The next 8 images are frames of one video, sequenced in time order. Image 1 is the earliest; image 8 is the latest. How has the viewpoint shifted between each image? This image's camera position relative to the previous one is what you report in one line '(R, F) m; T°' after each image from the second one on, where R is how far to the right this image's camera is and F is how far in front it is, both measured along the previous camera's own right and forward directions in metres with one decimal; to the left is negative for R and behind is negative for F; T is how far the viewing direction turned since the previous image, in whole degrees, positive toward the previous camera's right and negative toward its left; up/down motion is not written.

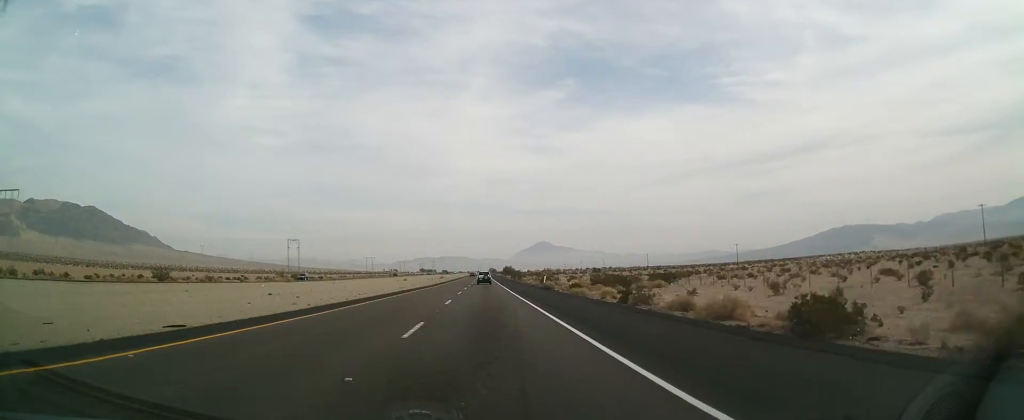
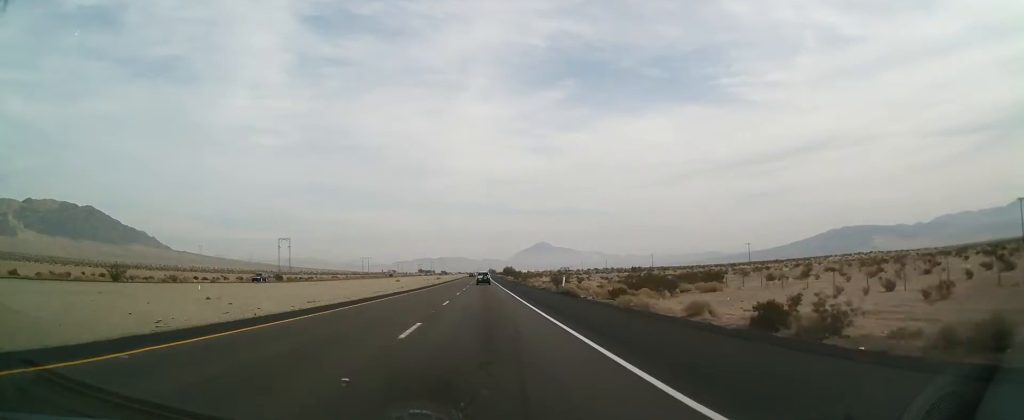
(0.0, +14.6) m; 0°
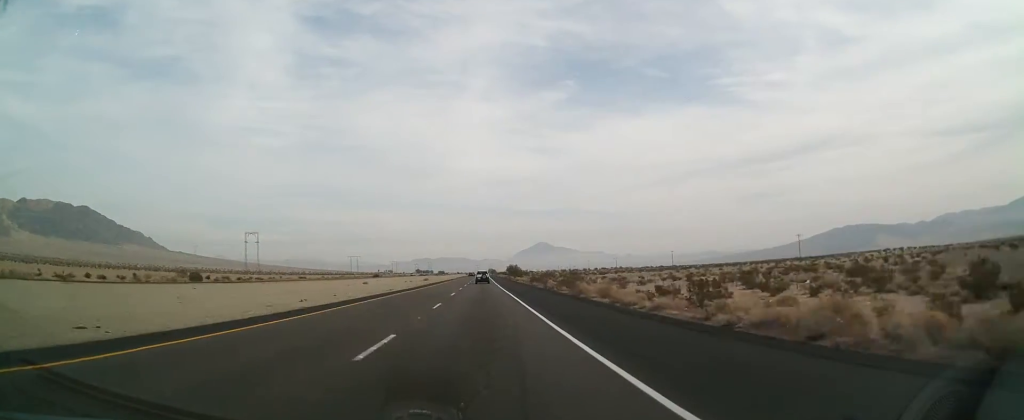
(0.0, +47.0) m; 0°
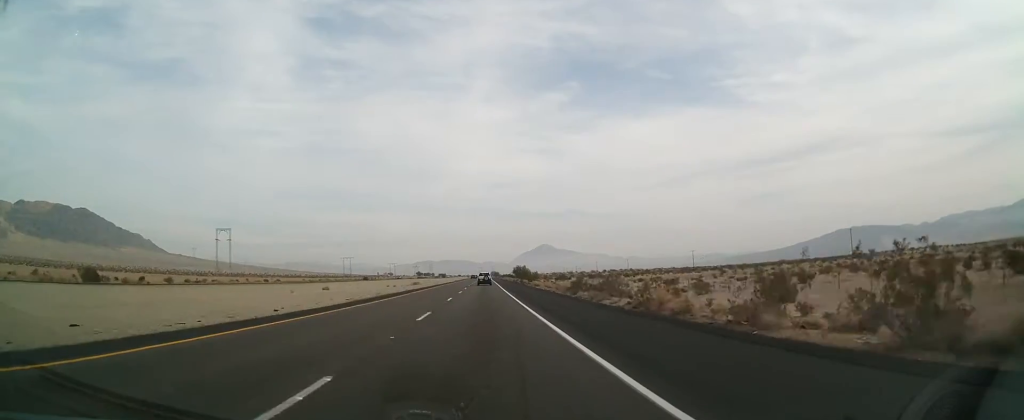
(0.0, +34.8) m; -1°
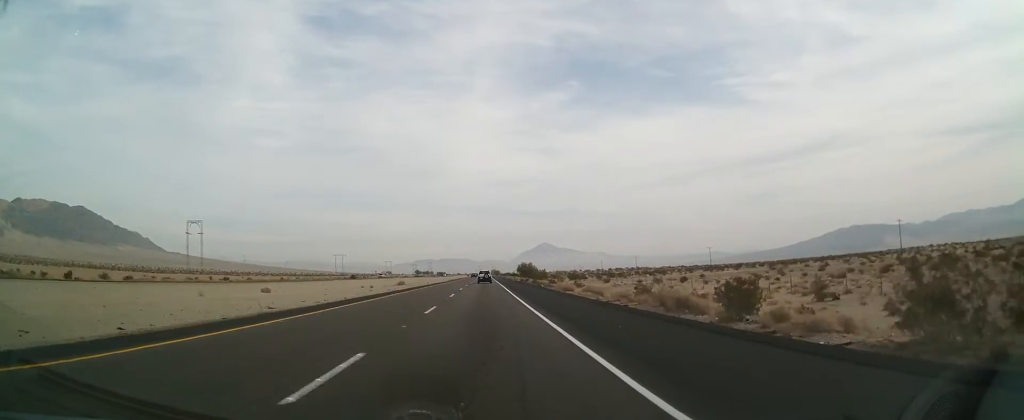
(-0.3, +26.9) m; 0°
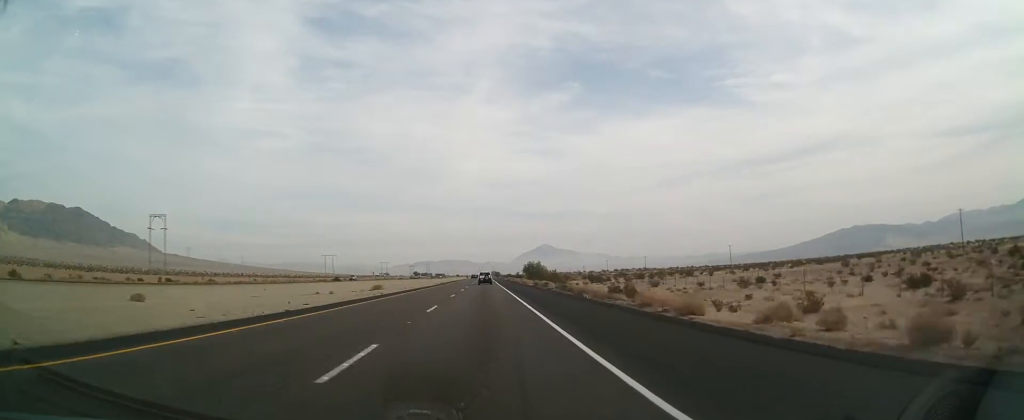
(-0.2, +28.0) m; 0°
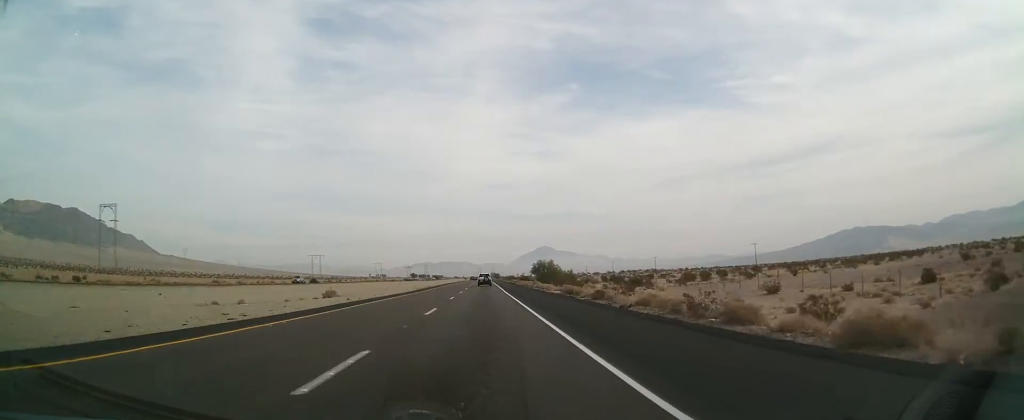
(+0.4, +30.3) m; +1°
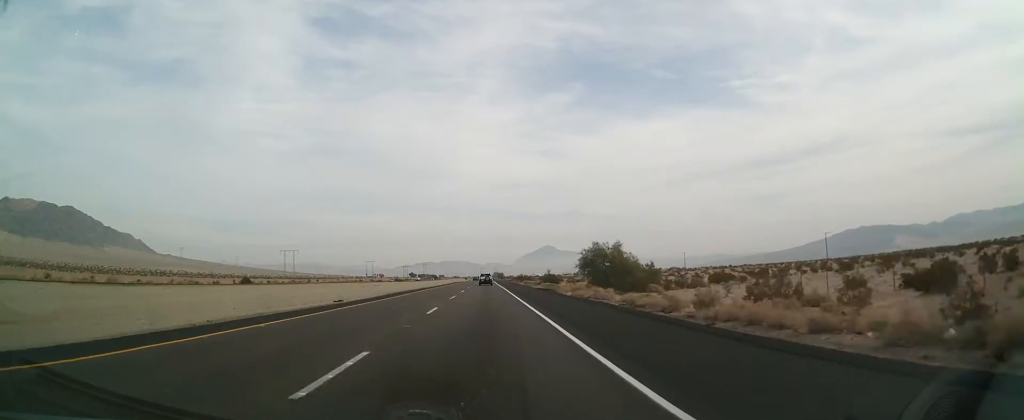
(-0.3, +59.0) m; -1°
